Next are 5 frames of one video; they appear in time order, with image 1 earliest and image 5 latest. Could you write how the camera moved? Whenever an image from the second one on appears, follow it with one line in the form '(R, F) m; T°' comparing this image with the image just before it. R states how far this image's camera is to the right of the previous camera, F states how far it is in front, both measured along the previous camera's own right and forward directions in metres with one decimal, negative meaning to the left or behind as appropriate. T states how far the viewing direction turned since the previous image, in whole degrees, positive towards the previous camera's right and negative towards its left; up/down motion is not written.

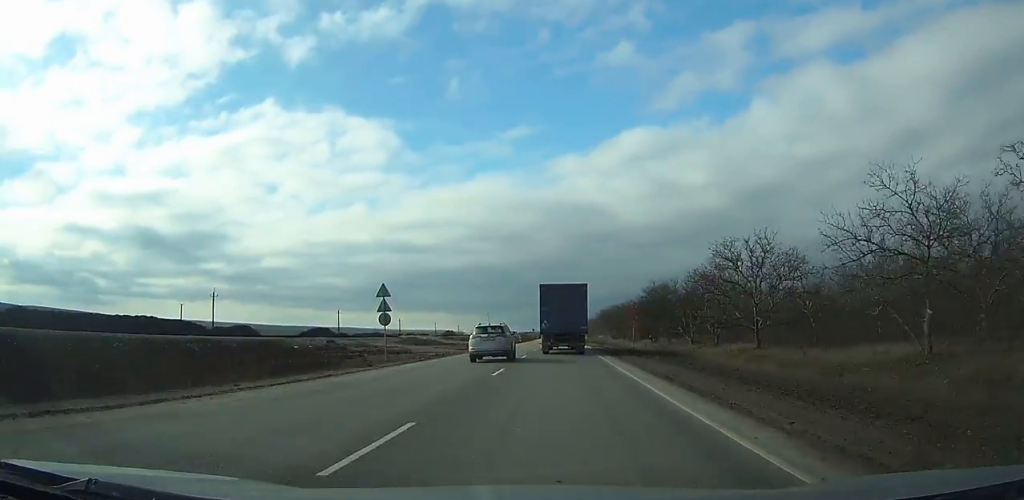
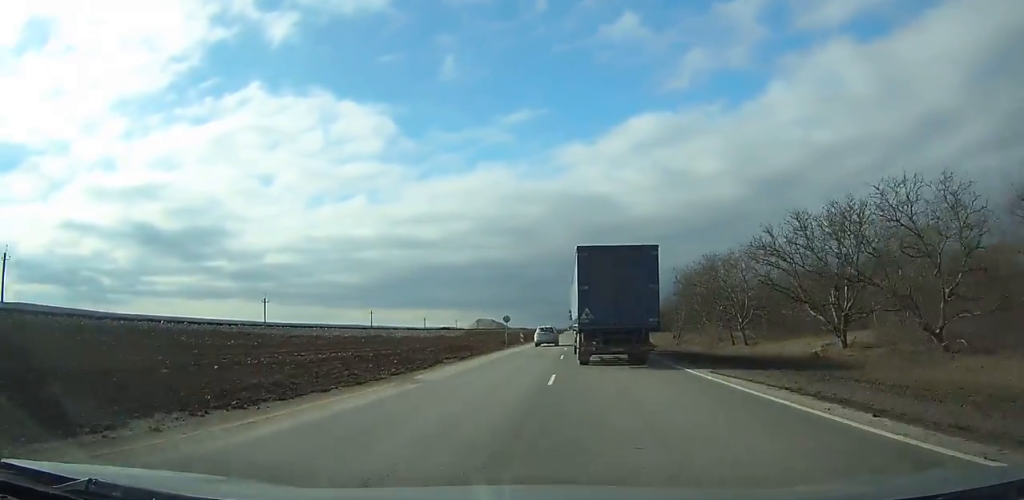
(-1.0, +102.3) m; -1°
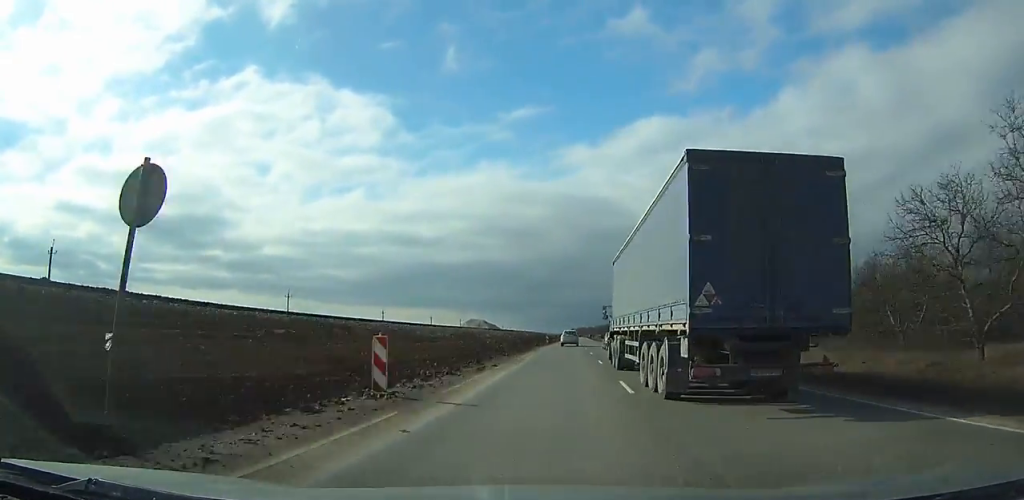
(-0.1, +52.6) m; +1°
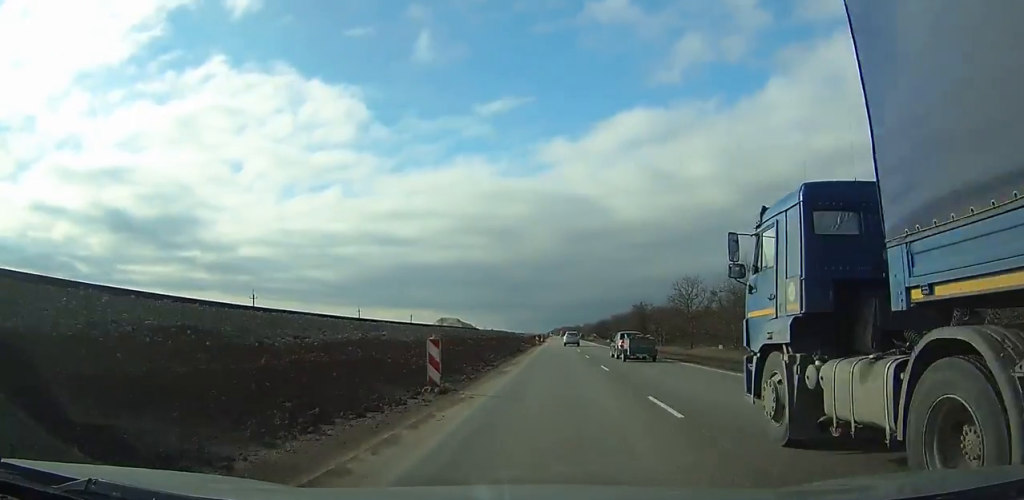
(+1.0, +65.7) m; +1°
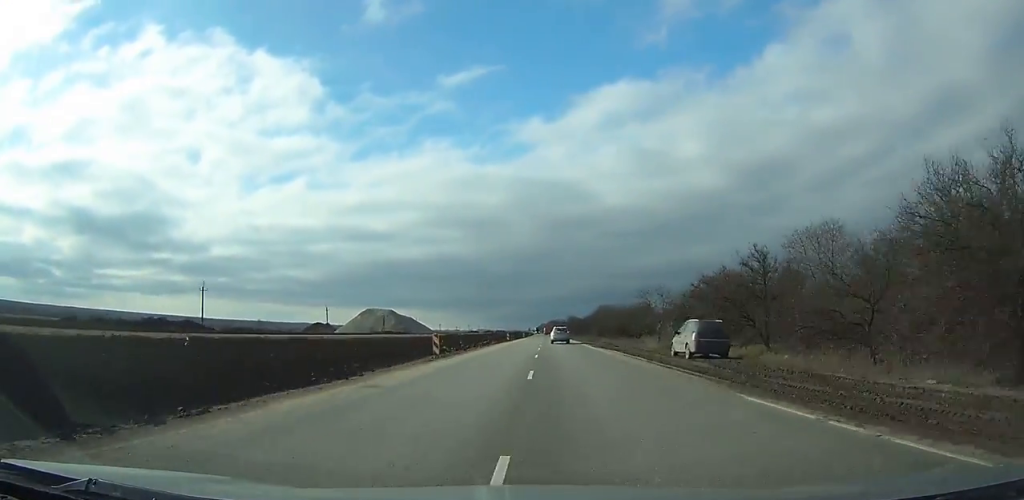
(+3.0, +172.9) m; +1°
